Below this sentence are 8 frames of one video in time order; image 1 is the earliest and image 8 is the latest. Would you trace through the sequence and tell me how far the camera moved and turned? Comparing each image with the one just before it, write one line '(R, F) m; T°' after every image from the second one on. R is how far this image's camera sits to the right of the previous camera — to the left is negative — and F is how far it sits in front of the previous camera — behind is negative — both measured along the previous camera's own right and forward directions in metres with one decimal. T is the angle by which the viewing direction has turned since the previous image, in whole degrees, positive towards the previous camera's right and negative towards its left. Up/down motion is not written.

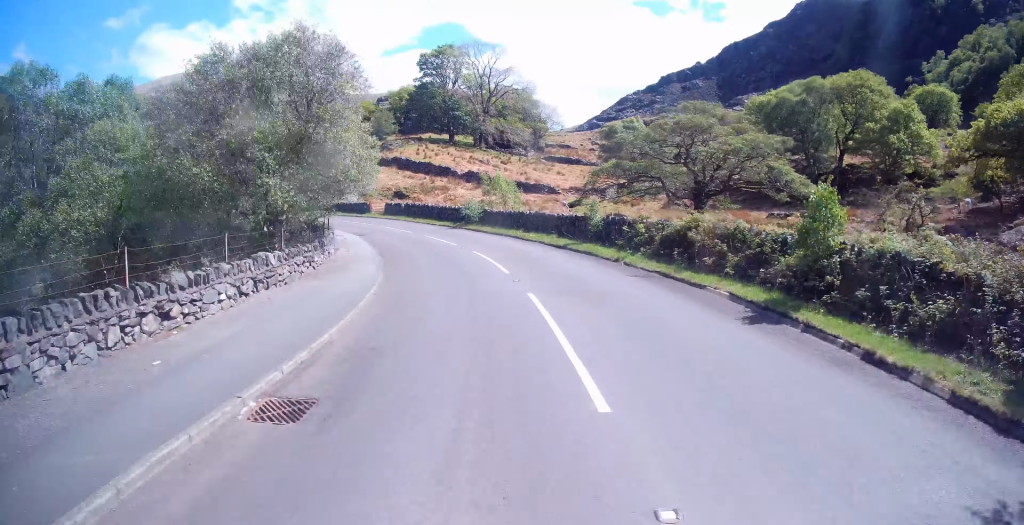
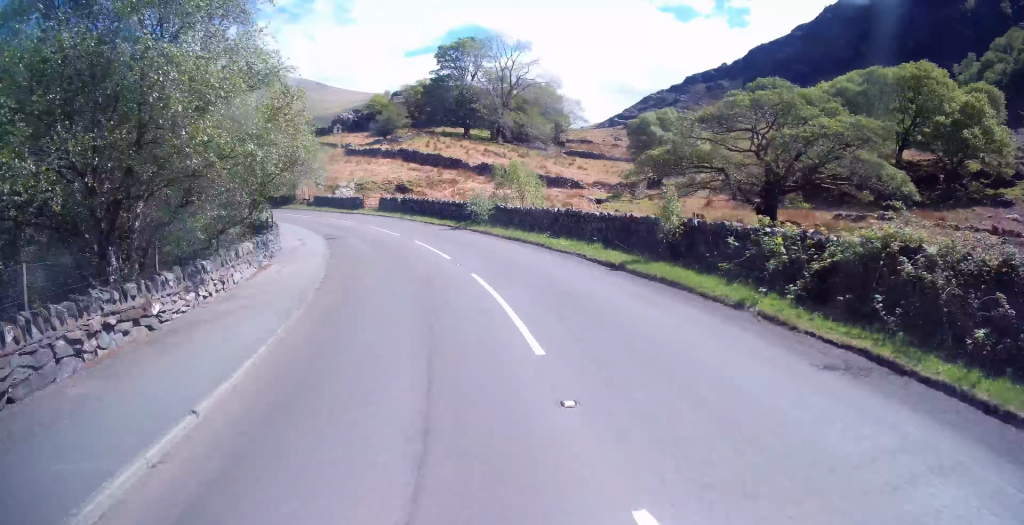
(-0.1, +8.5) m; -2°
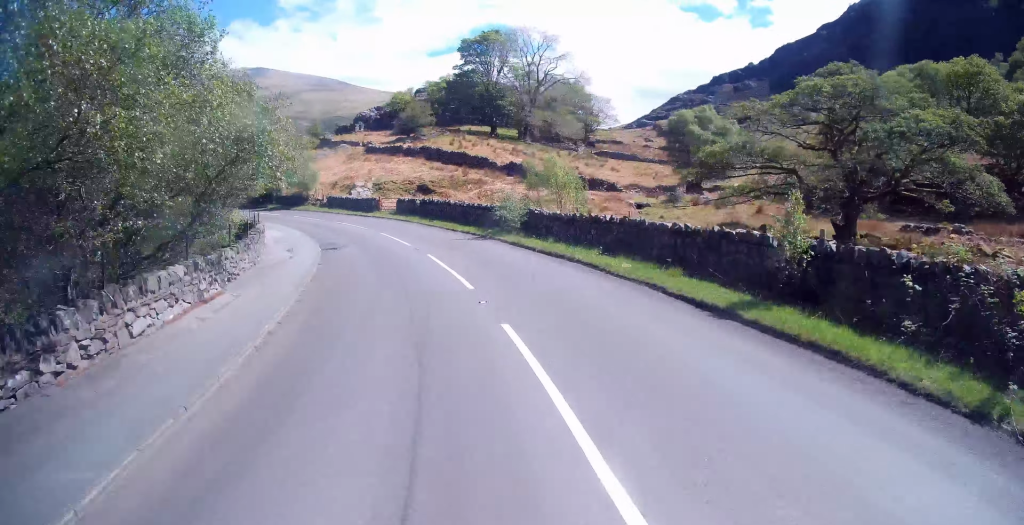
(+0.1, +4.7) m; -2°
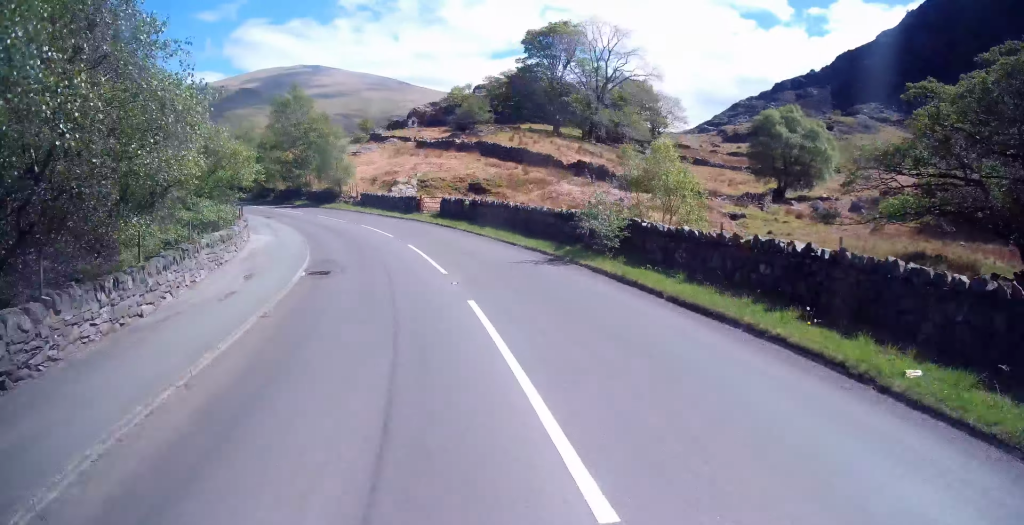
(-0.2, +8.1) m; -4°
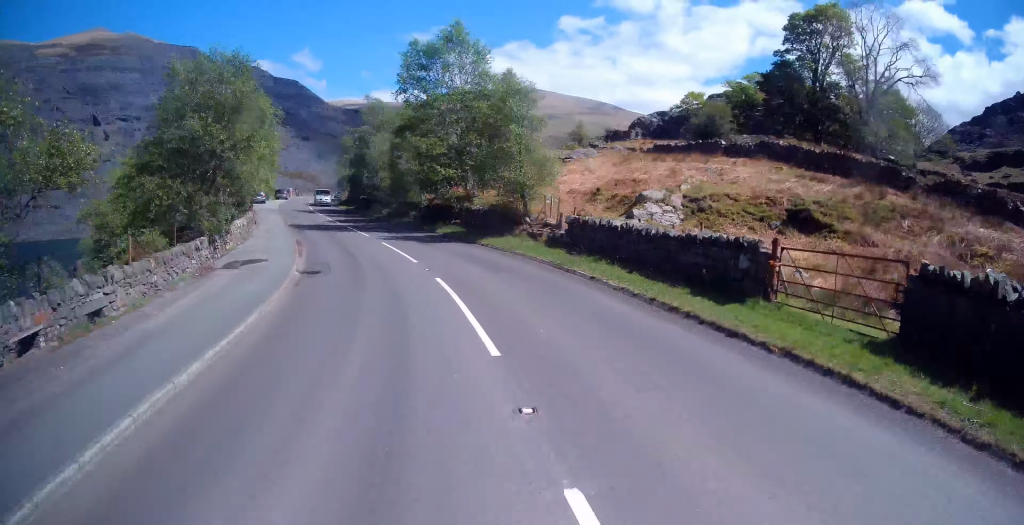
(-3.4, +24.7) m; -20°
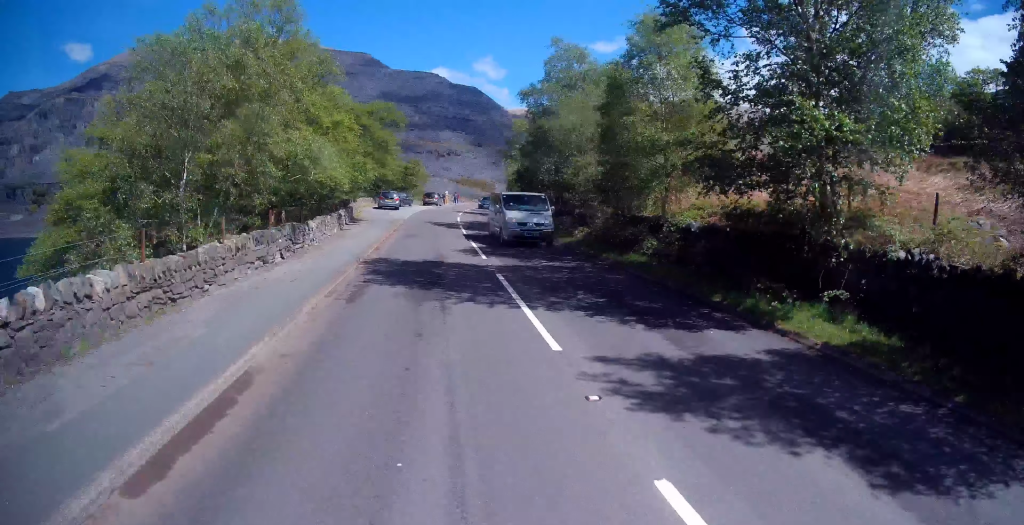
(-3.1, +18.0) m; -16°
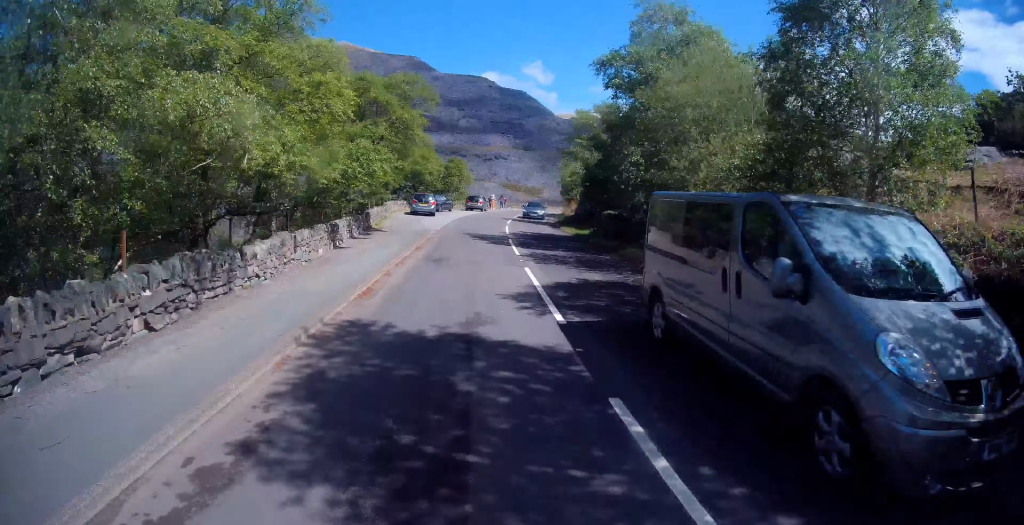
(-0.2, +7.3) m; -4°
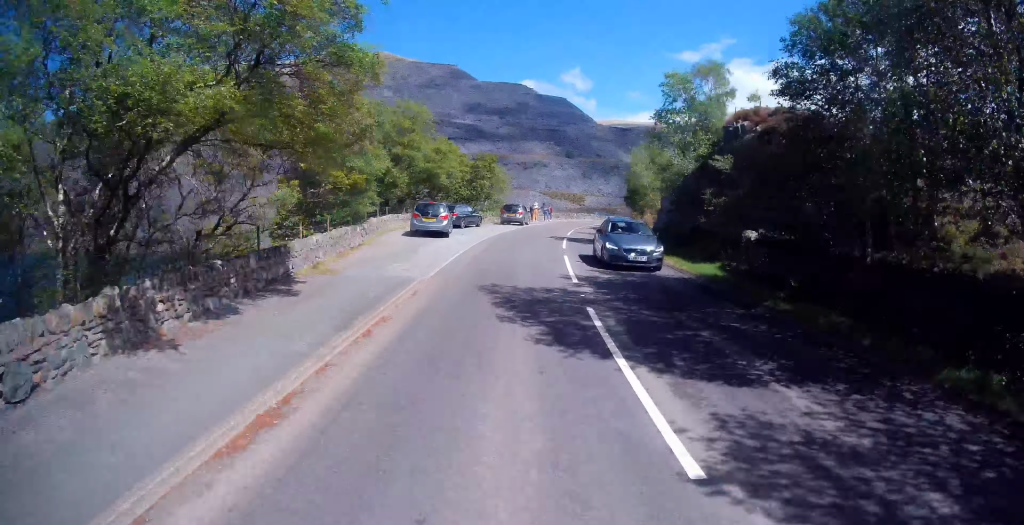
(-0.8, +13.2) m; -9°
